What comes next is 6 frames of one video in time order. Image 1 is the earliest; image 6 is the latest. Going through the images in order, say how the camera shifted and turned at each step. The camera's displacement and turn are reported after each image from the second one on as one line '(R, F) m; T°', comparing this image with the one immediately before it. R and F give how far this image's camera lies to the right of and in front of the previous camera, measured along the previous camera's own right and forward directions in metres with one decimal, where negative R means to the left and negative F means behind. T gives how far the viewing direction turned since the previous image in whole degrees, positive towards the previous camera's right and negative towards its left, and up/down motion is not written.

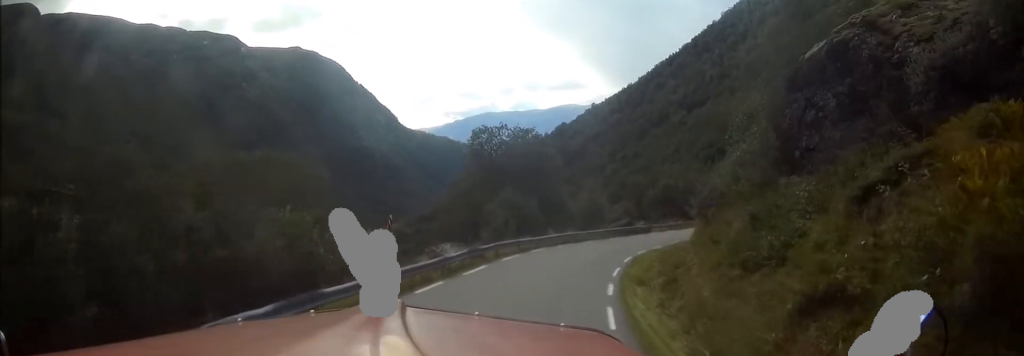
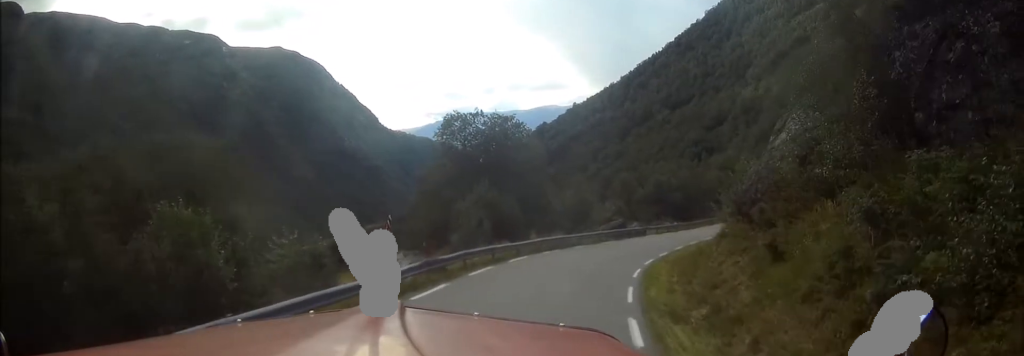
(+0.6, +8.4) m; +3°
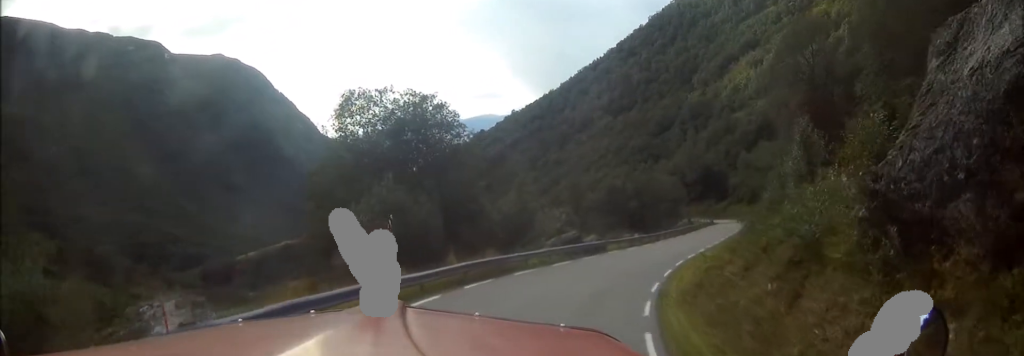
(-0.6, +14.9) m; -3°
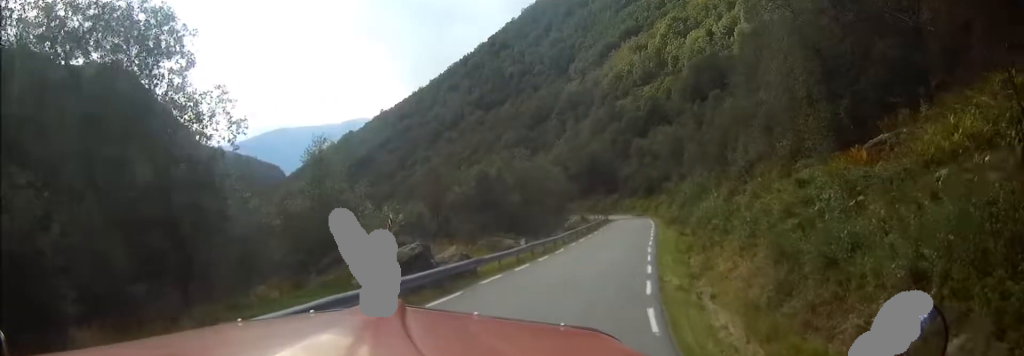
(+2.6, +20.7) m; +11°
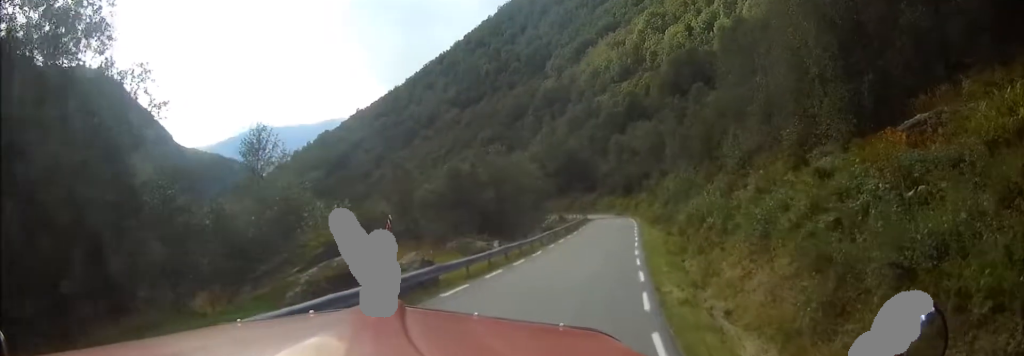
(-0.4, +3.6) m; +3°
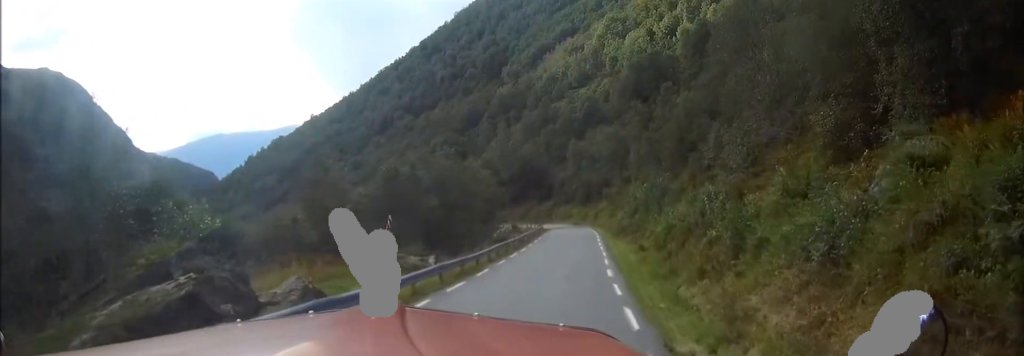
(+1.2, +7.3) m; +14°
